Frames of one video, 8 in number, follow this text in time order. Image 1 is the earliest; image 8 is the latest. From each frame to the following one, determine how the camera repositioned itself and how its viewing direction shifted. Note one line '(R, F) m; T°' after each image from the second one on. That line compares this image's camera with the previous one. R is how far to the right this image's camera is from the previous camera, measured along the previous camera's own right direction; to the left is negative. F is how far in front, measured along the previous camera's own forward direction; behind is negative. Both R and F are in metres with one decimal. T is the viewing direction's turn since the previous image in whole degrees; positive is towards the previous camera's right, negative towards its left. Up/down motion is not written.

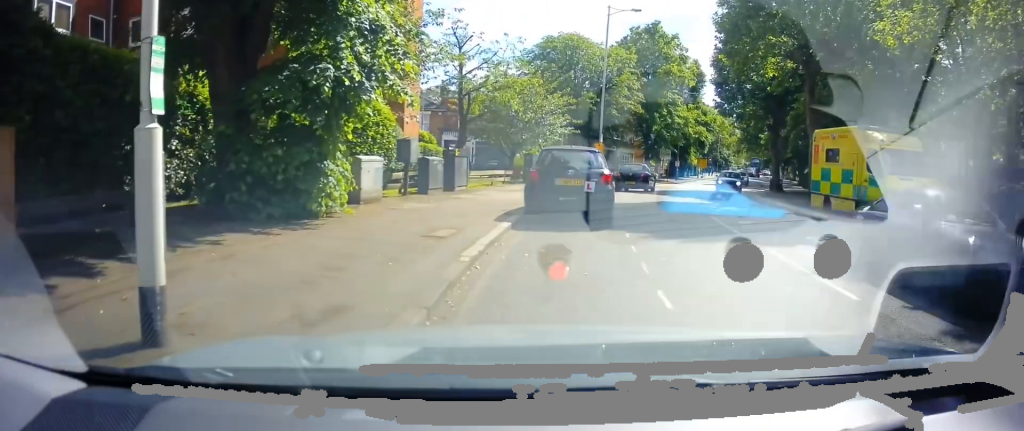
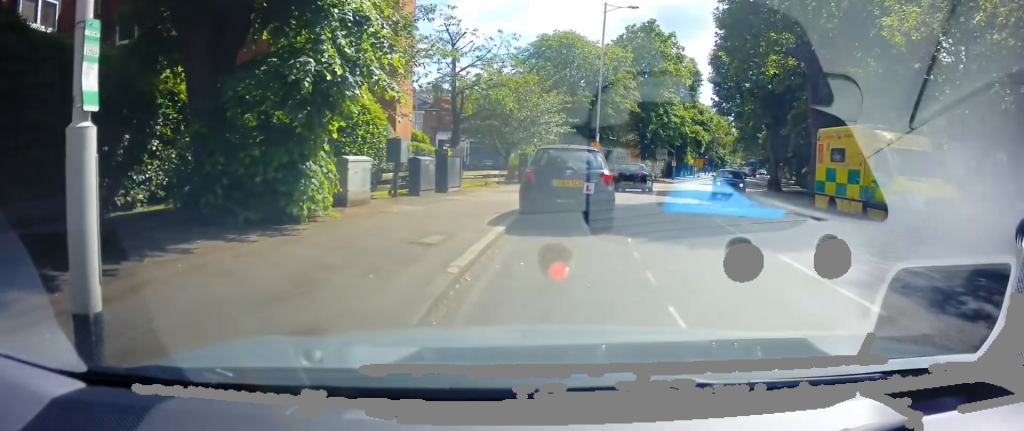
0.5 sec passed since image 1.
(0.0, +0.7) m; 0°
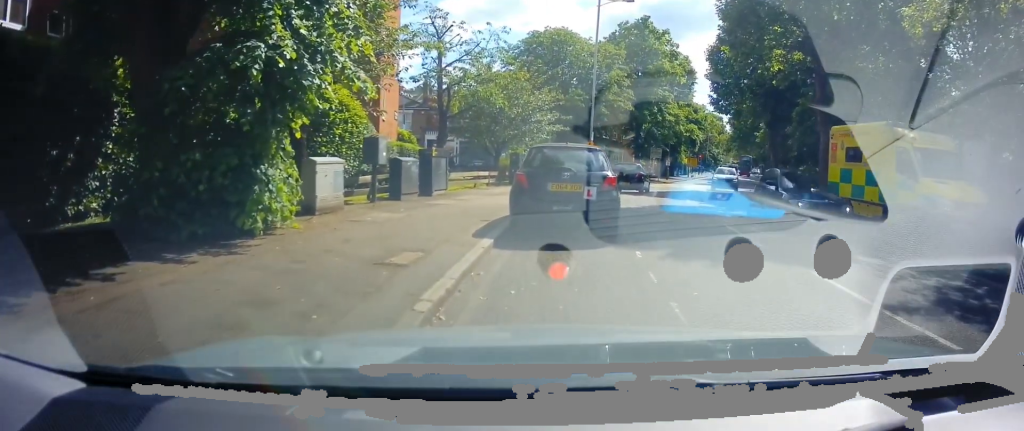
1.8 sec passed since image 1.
(+0.1, +1.6) m; 0°
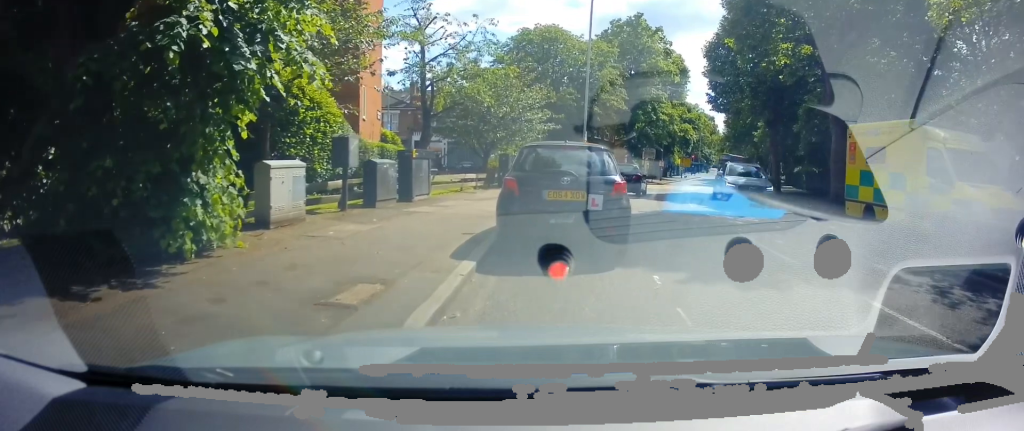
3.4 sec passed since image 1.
(-0.1, +1.5) m; 0°
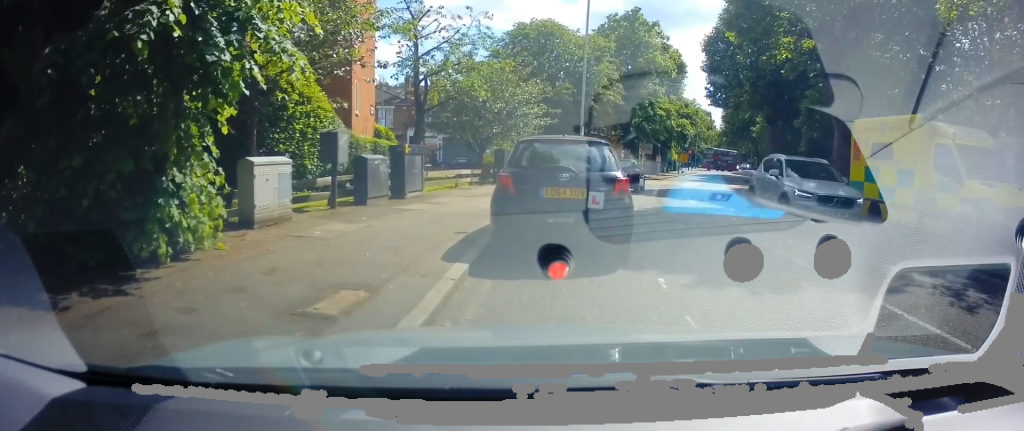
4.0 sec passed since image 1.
(-0.1, +0.4) m; 0°
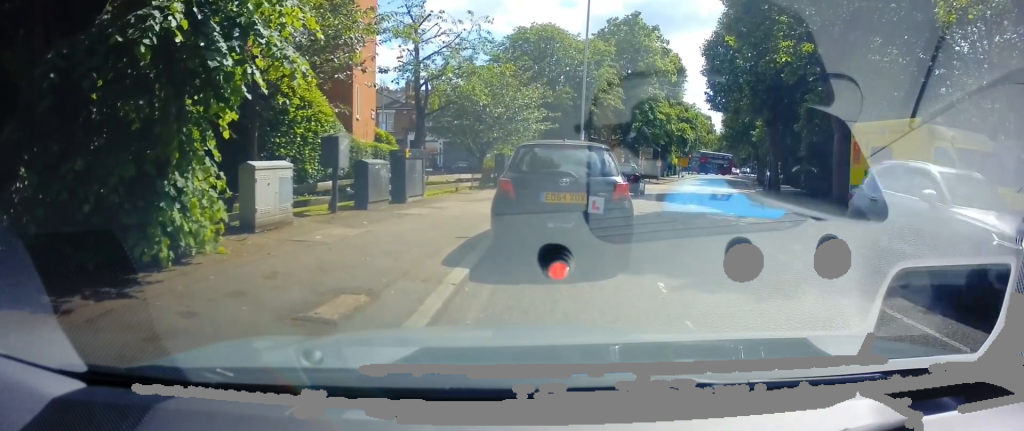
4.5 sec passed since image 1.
(-0.1, +0.3) m; 0°
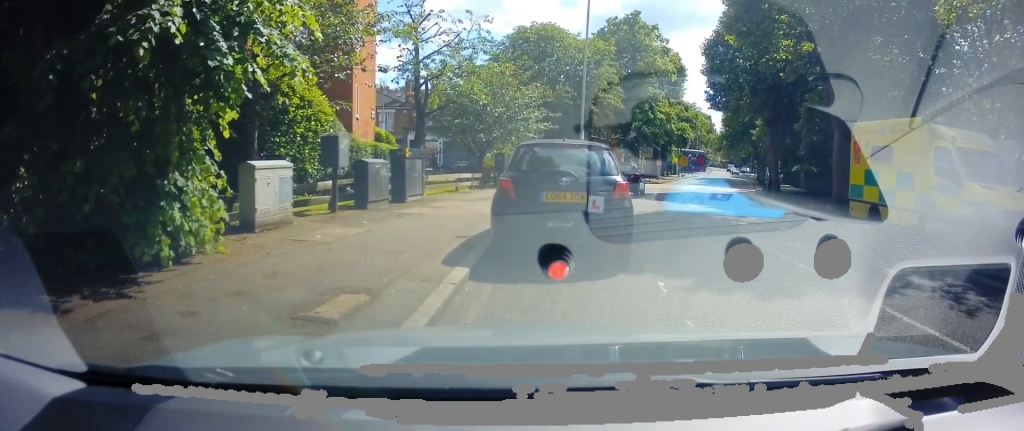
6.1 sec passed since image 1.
(-0.1, +0.5) m; 0°
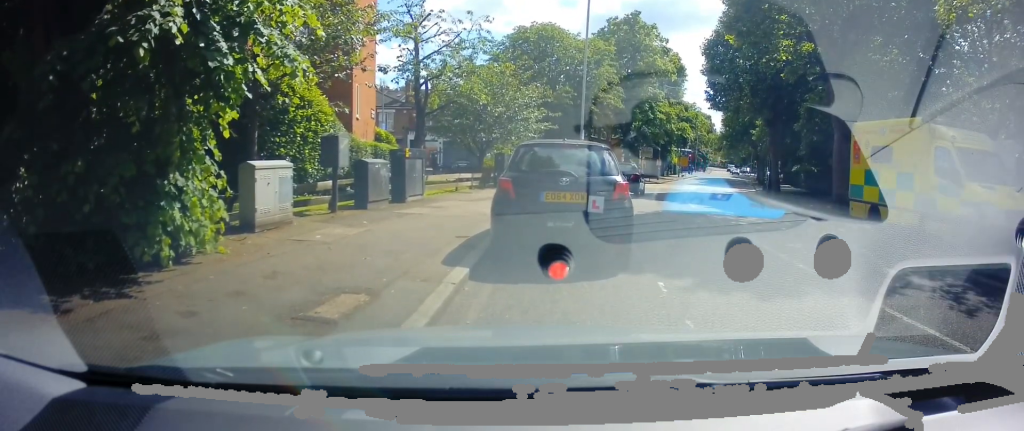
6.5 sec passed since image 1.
(0.0, 0.0) m; 0°
